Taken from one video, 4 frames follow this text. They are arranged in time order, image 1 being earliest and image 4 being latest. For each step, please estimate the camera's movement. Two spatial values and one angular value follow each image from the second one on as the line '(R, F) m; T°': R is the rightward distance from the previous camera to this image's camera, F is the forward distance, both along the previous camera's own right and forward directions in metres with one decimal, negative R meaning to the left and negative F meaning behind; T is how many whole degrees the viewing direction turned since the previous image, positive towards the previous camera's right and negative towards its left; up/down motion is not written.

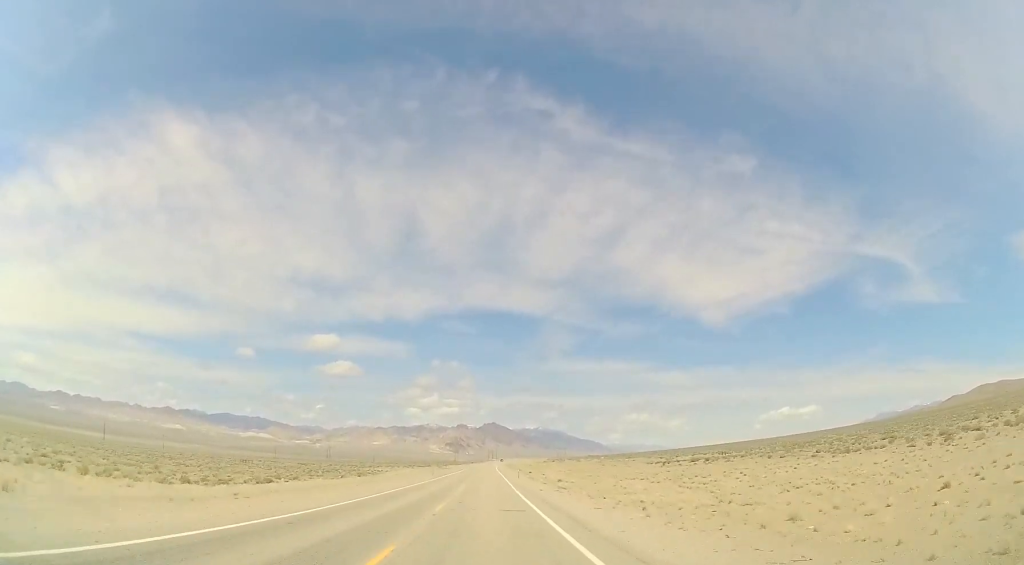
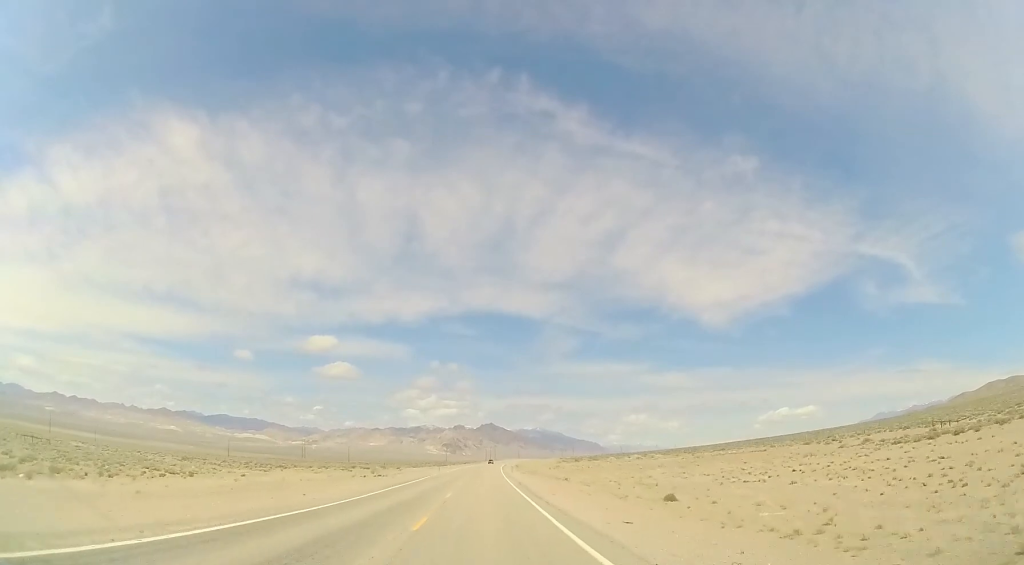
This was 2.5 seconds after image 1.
(0.0, +80.5) m; 0°
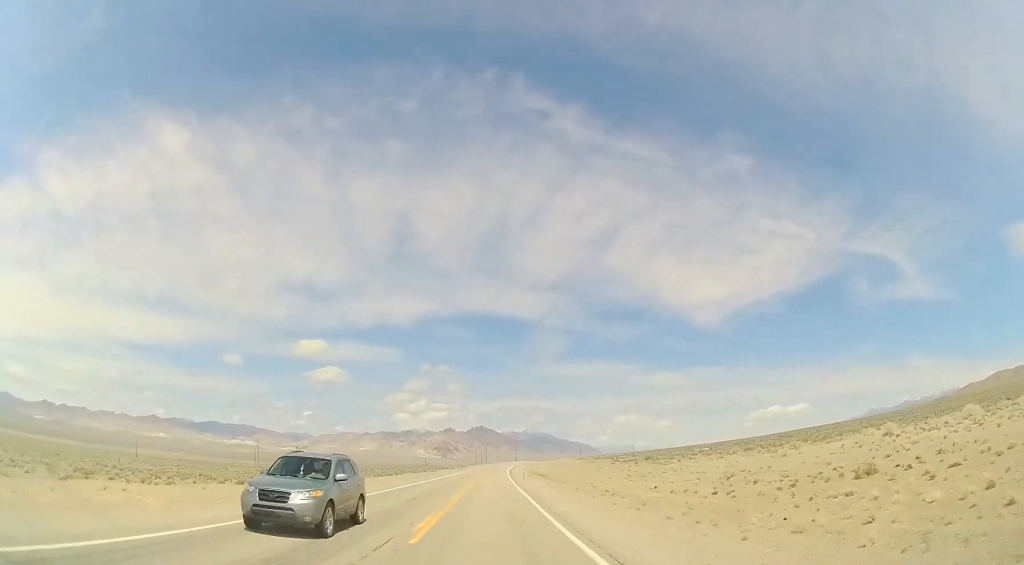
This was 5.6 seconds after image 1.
(+1.4, +98.5) m; +2°
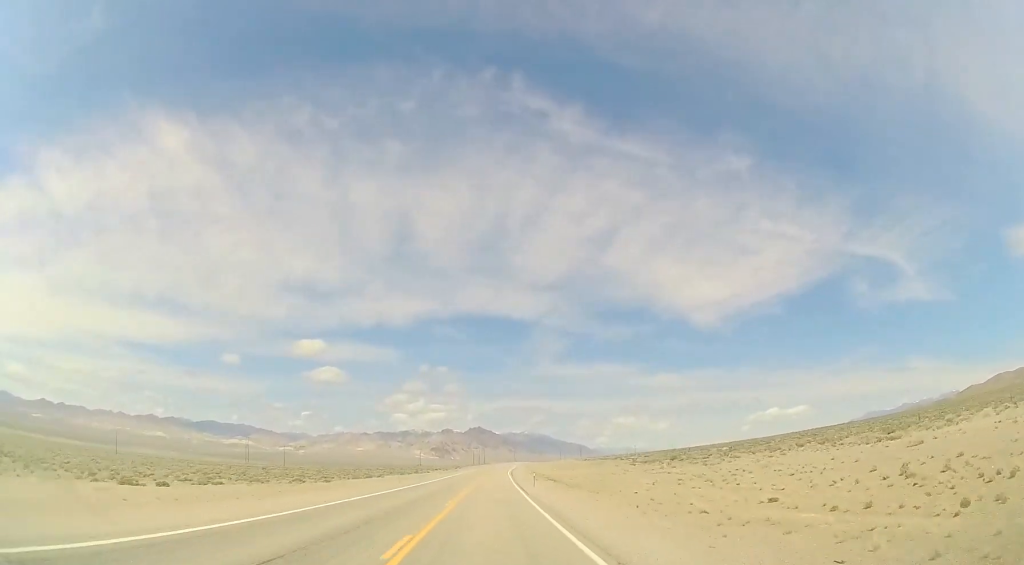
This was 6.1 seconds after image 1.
(+0.2, +16.0) m; 0°
